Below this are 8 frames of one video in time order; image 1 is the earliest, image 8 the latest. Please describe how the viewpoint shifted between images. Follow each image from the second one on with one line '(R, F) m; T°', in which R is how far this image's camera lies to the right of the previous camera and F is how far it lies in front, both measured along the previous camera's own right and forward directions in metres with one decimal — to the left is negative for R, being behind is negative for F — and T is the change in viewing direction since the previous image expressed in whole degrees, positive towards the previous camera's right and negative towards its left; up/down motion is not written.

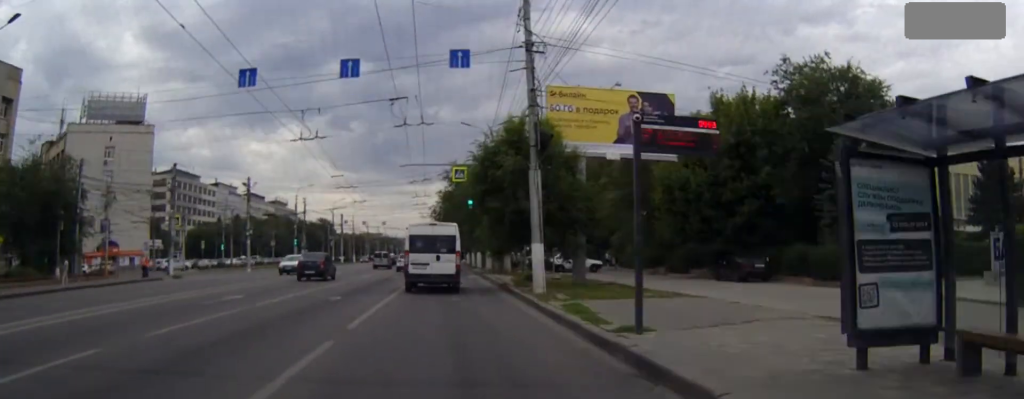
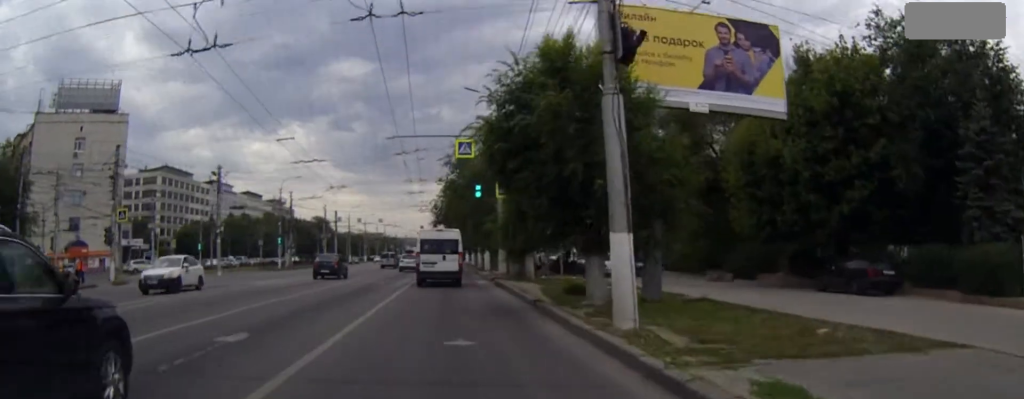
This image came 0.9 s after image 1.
(+0.1, +11.7) m; 0°
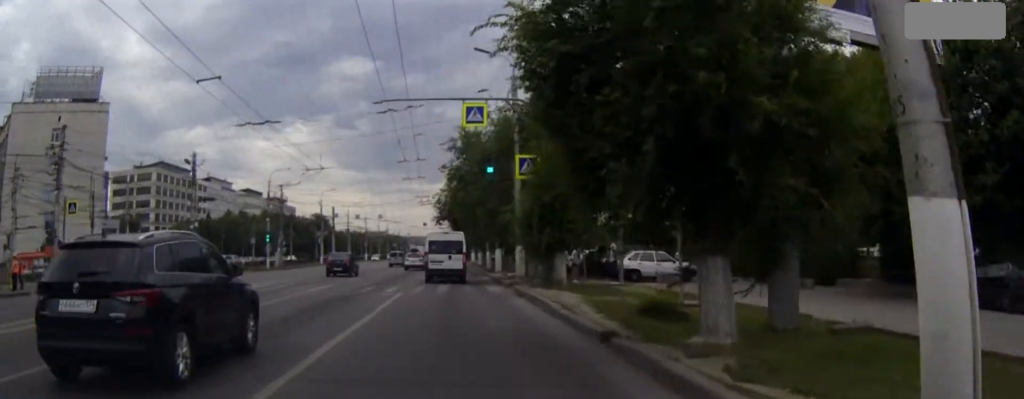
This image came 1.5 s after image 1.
(0.0, +8.5) m; 0°
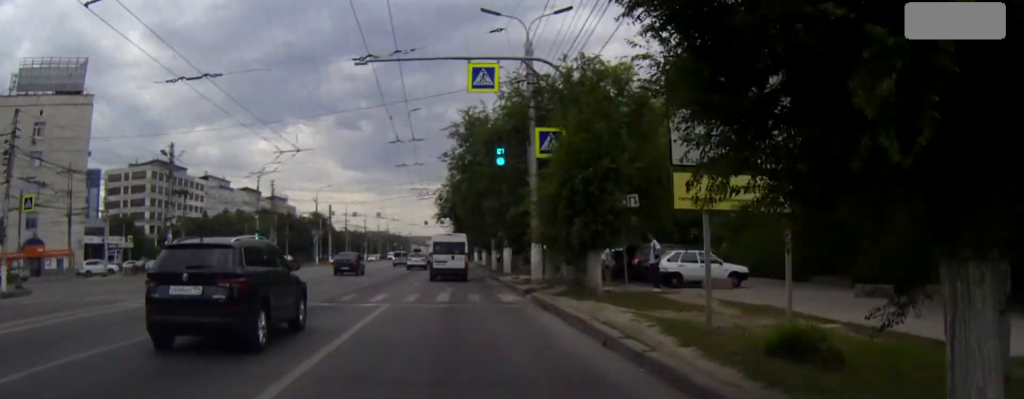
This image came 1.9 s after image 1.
(0.0, +5.8) m; 0°
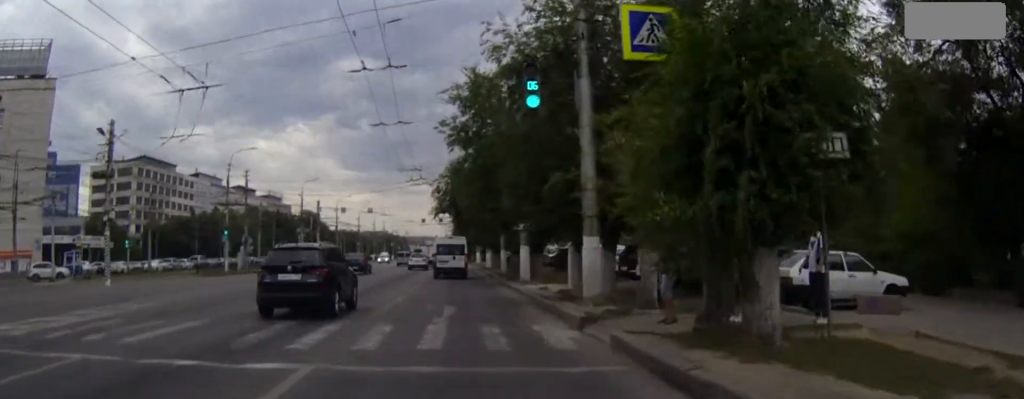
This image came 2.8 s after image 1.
(0.0, +11.2) m; 0°
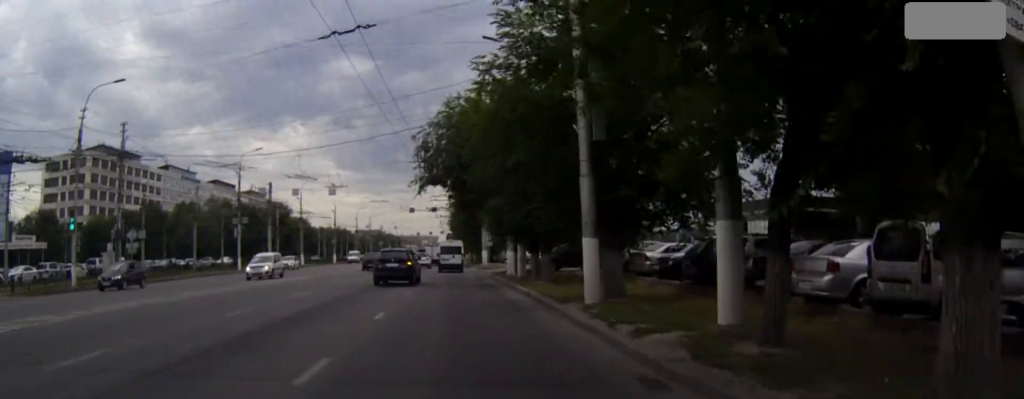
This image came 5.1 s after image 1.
(0.0, +30.6) m; 0°
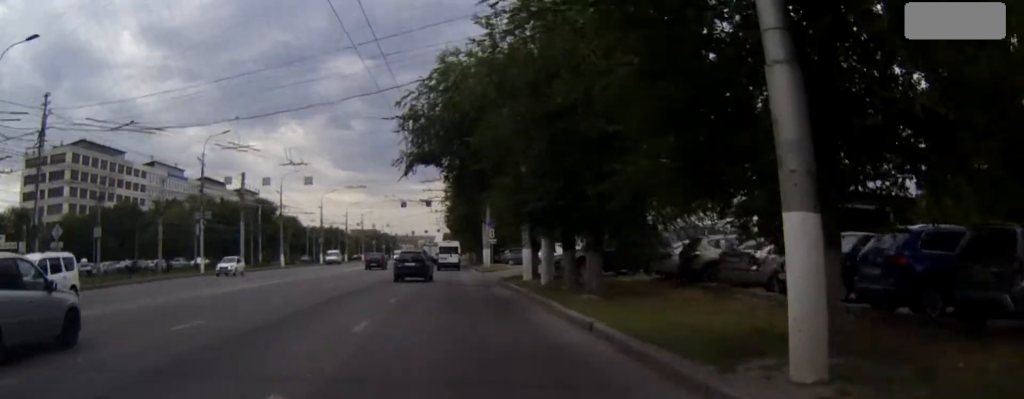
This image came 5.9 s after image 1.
(0.0, +10.6) m; 0°
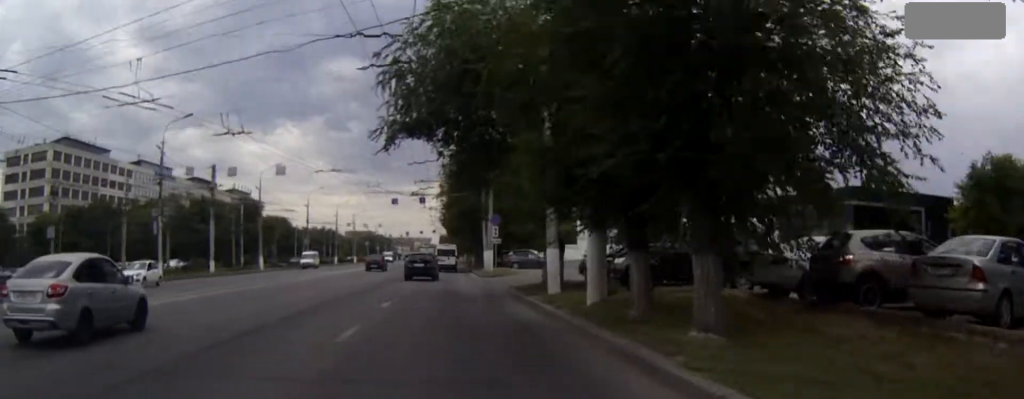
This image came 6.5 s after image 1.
(0.0, +9.0) m; 0°
